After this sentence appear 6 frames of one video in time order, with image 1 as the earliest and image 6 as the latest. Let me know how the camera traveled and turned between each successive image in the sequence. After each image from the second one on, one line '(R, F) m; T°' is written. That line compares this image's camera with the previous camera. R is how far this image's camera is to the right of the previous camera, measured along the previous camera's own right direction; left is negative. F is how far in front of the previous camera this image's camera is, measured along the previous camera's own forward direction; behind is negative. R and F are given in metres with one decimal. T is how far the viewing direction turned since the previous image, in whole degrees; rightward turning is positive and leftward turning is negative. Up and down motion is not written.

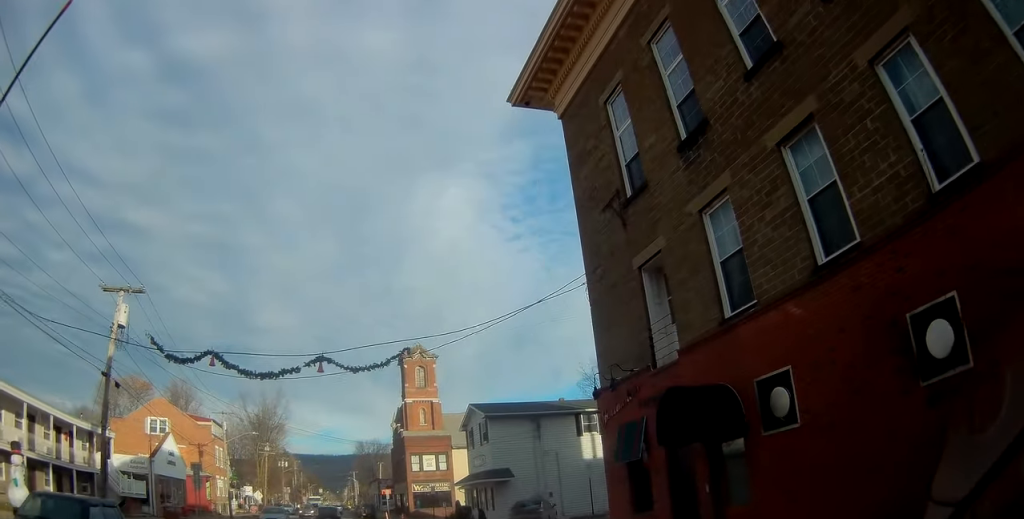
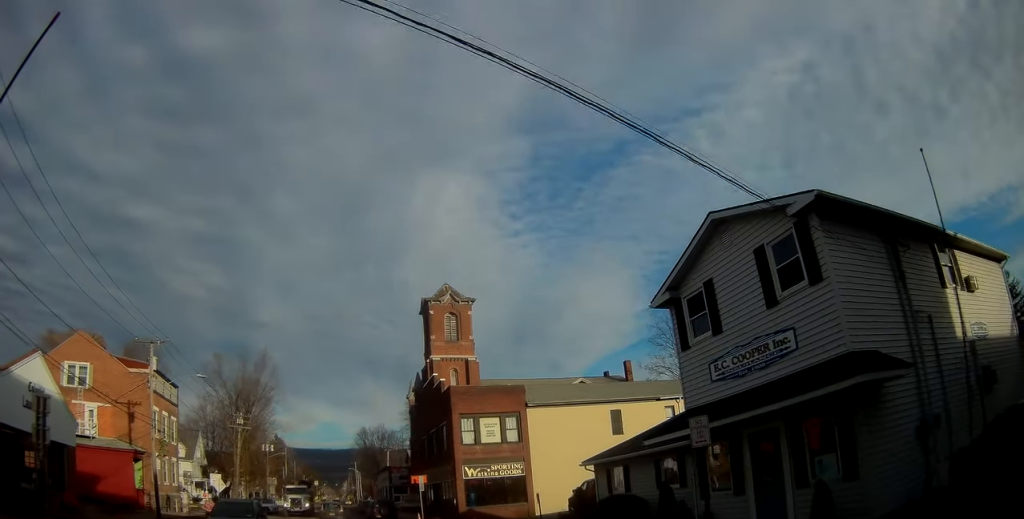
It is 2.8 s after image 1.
(+0.4, +24.3) m; 0°
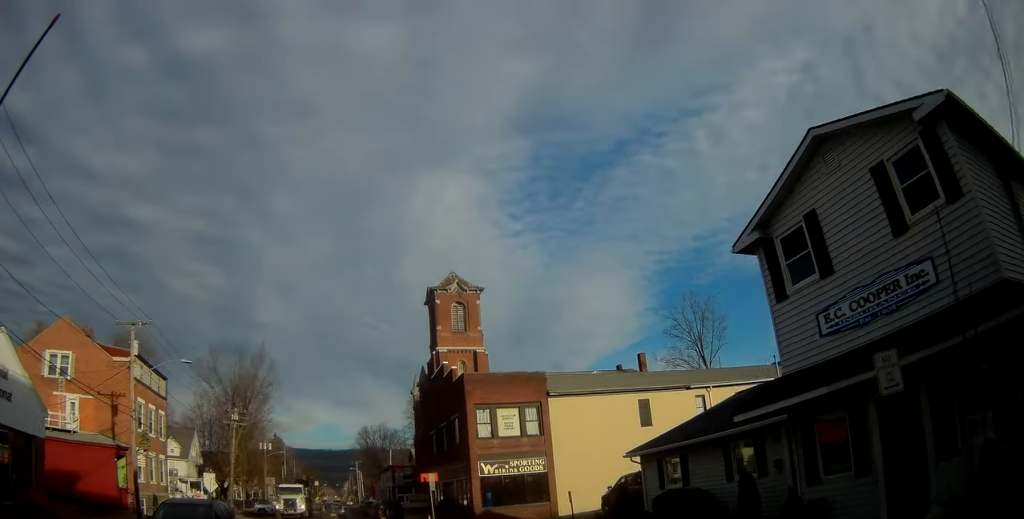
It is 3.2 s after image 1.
(-0.1, +3.8) m; -1°
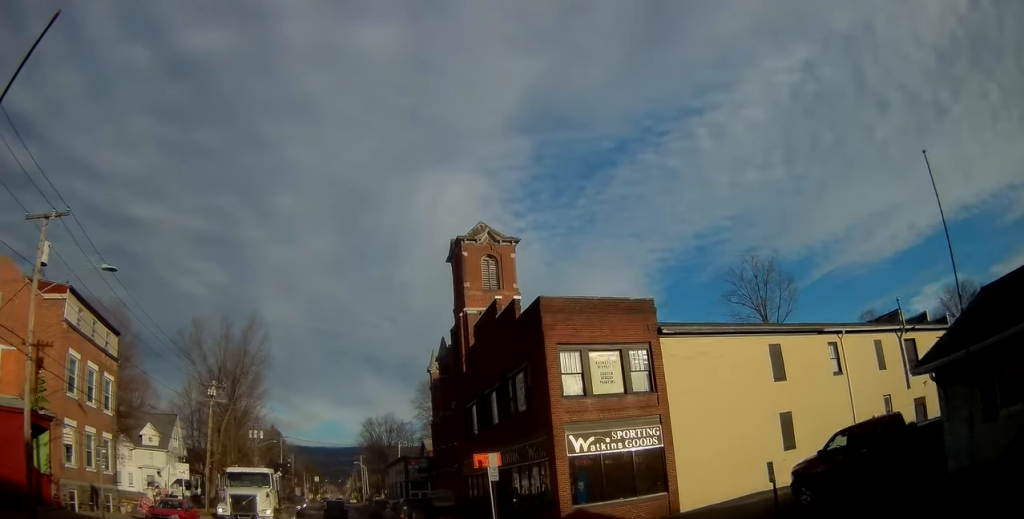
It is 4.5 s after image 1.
(-0.1, +12.0) m; -1°
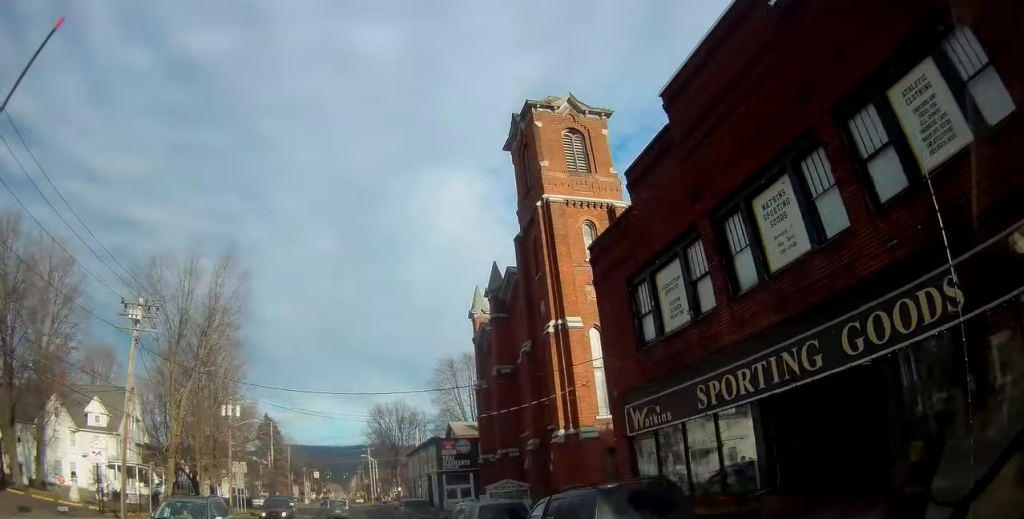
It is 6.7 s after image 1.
(+0.1, +19.1) m; +2°
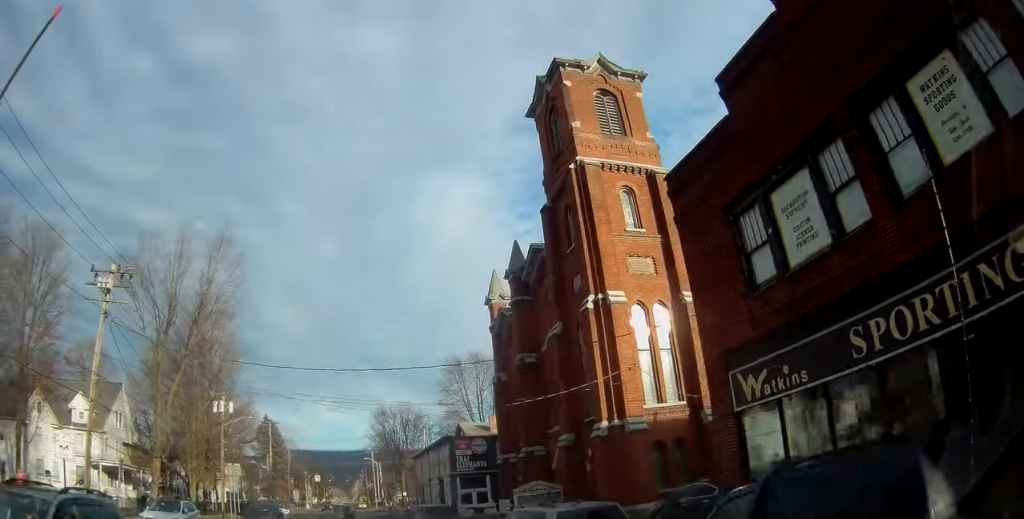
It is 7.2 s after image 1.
(+0.2, +4.4) m; 0°
